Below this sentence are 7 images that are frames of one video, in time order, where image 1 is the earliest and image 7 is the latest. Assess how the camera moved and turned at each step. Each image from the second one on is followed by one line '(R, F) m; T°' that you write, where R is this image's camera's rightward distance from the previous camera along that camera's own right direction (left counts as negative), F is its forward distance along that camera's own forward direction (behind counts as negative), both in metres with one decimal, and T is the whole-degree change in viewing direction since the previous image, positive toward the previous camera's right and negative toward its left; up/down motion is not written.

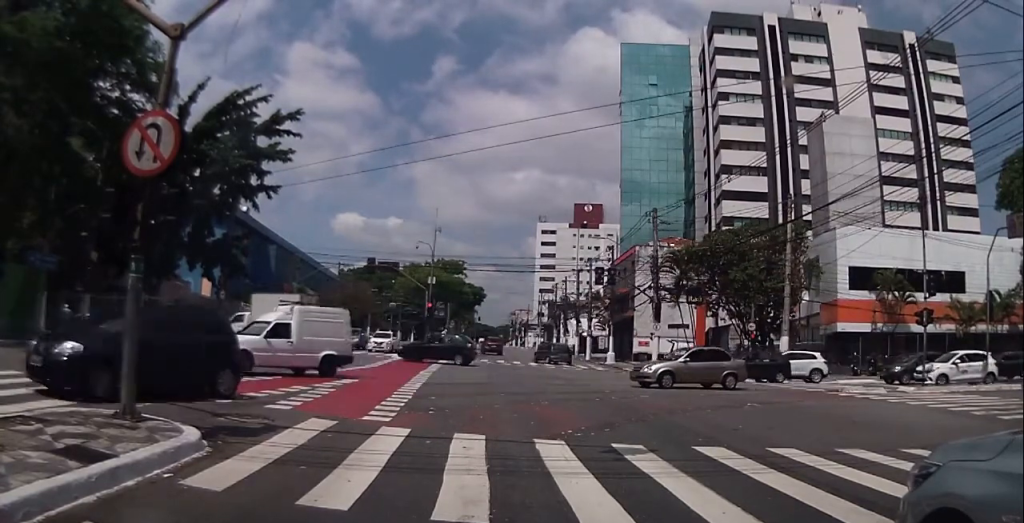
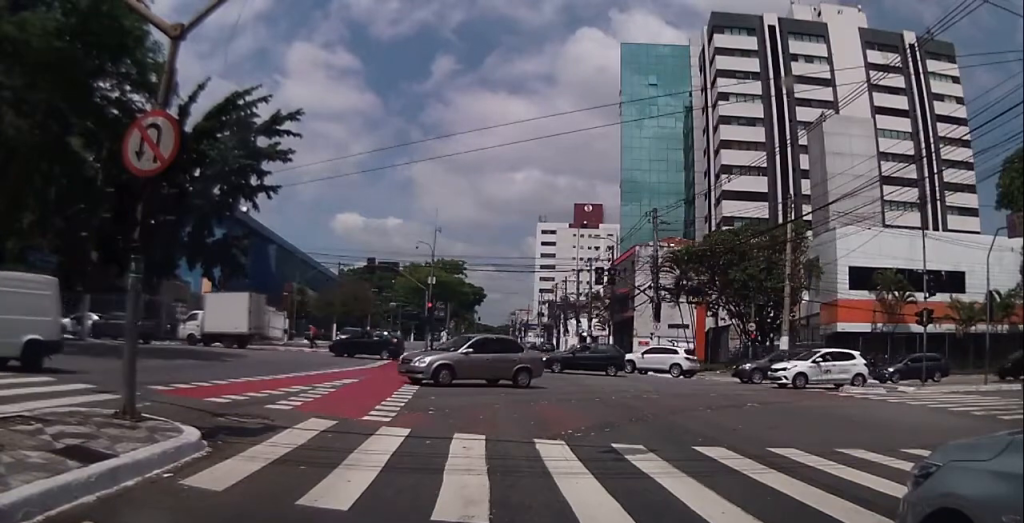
(0.0, 0.0) m; 0°
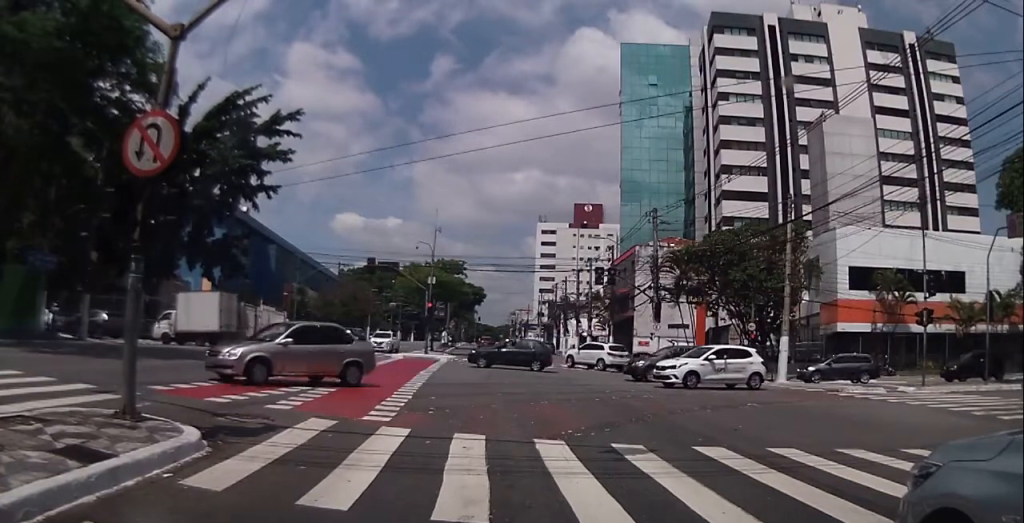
(0.0, 0.0) m; 0°
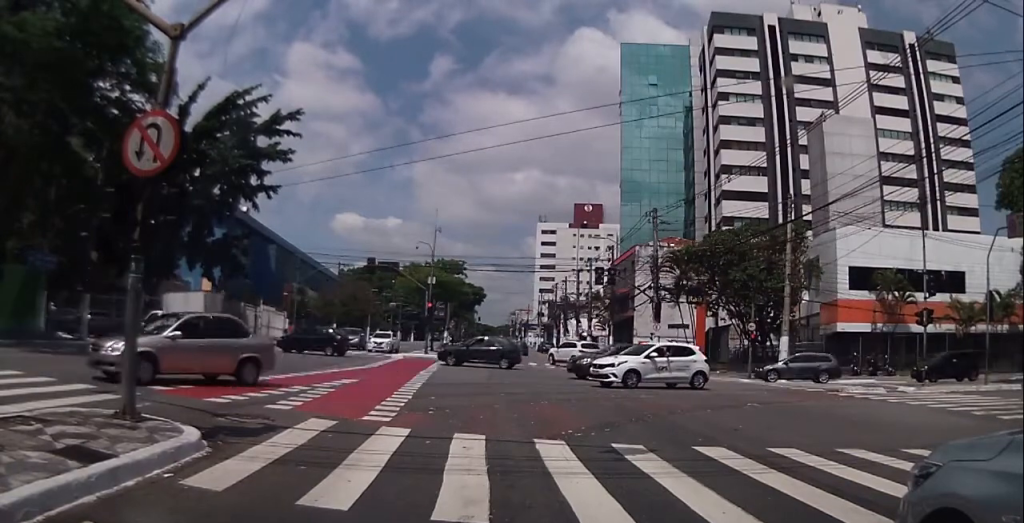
(0.0, 0.0) m; 0°
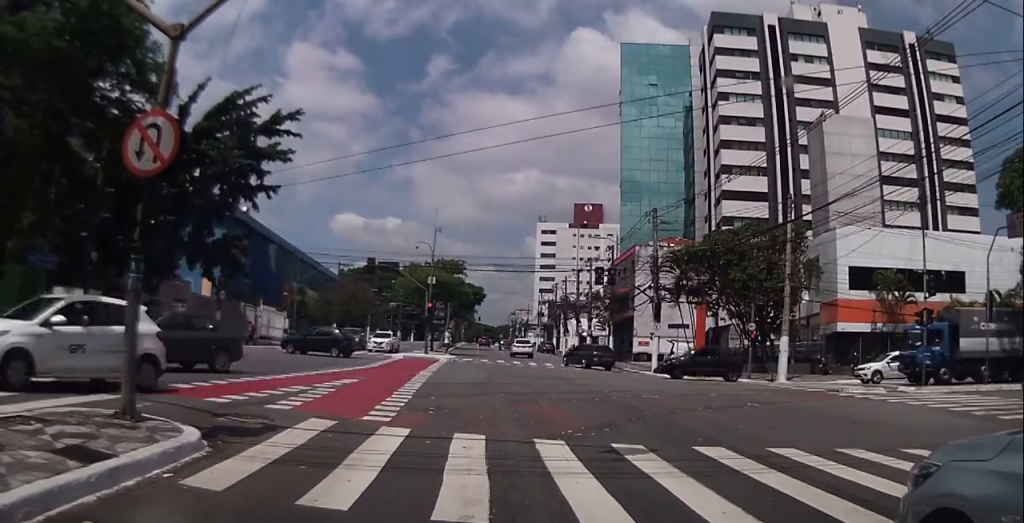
(0.0, 0.0) m; 0°
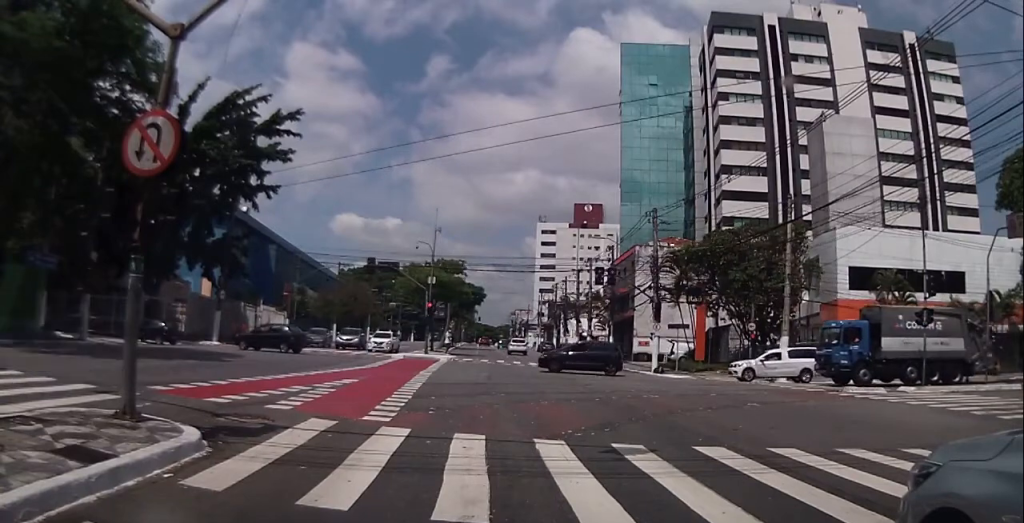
(0.0, 0.0) m; 0°
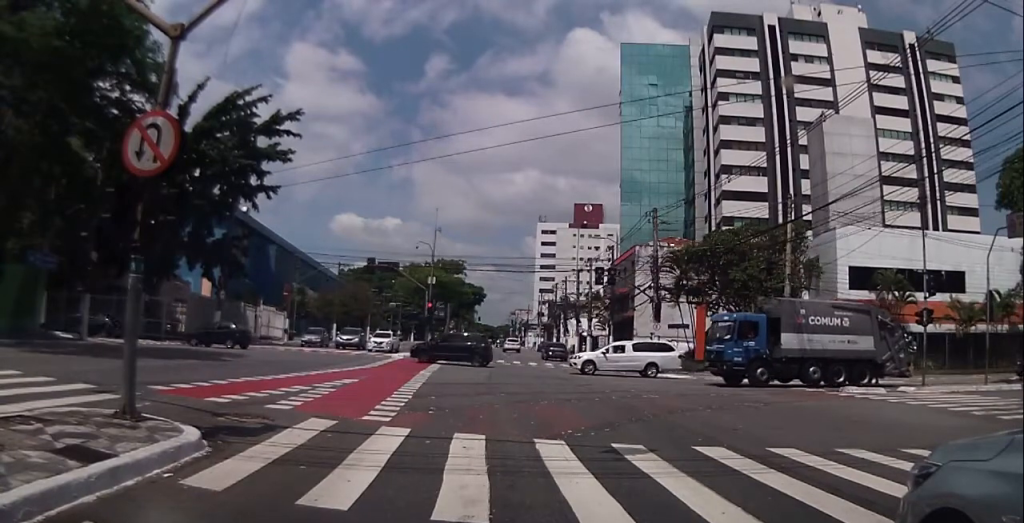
(0.0, 0.0) m; 0°
